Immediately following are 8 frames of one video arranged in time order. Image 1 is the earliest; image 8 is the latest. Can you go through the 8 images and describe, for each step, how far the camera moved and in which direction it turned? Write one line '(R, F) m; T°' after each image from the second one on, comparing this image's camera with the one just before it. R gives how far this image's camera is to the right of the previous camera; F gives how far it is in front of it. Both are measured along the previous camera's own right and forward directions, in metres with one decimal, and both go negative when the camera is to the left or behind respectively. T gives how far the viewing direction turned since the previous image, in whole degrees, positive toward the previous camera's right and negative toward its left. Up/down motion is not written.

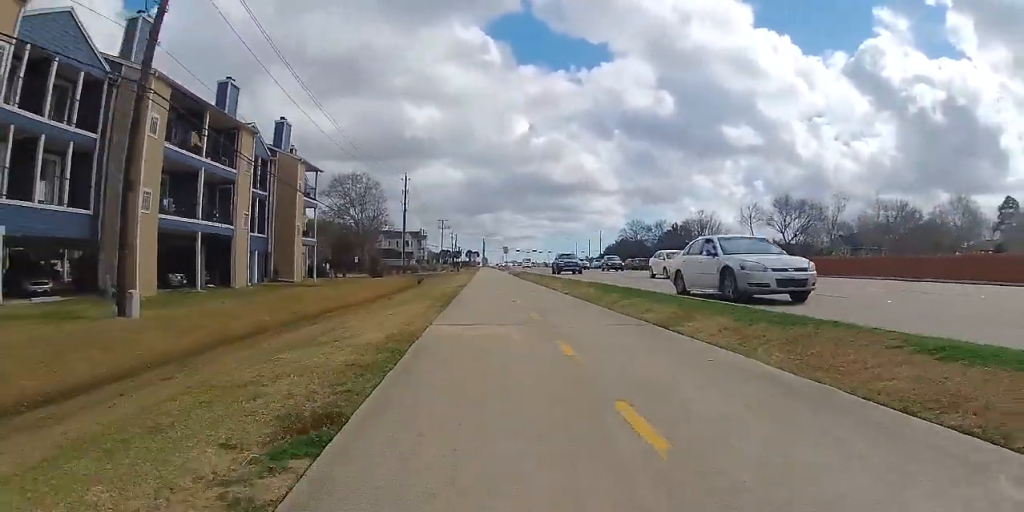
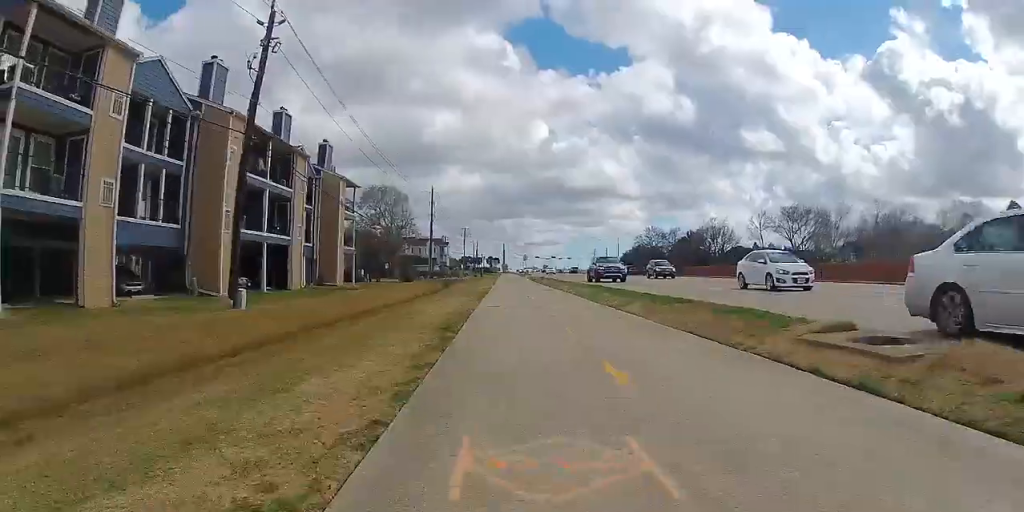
(-0.2, +5.3) m; -2°
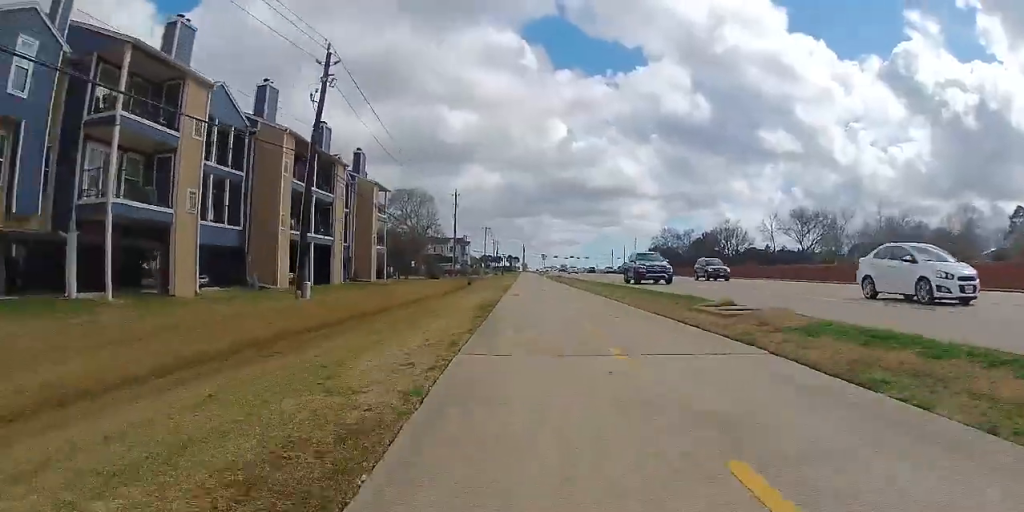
(-0.1, +4.4) m; -1°
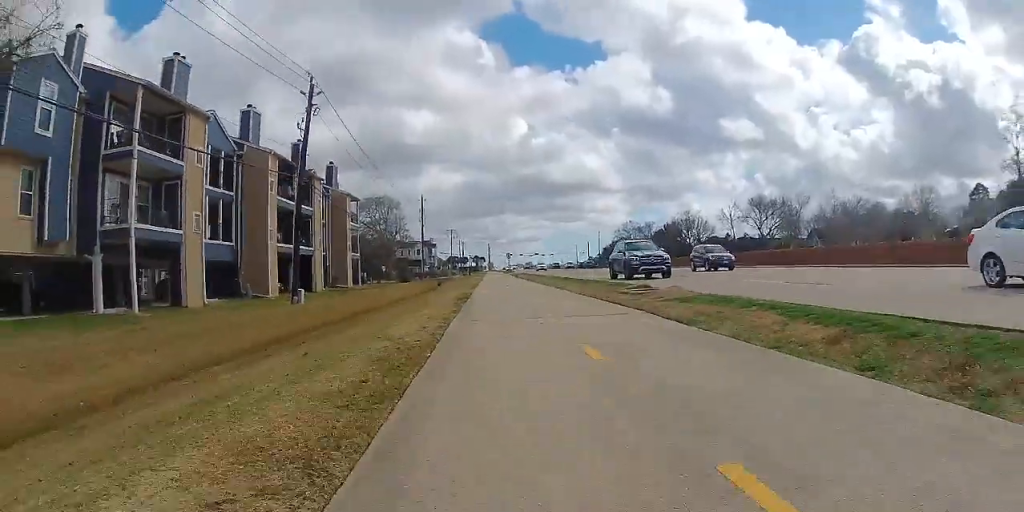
(0.0, +3.5) m; 0°
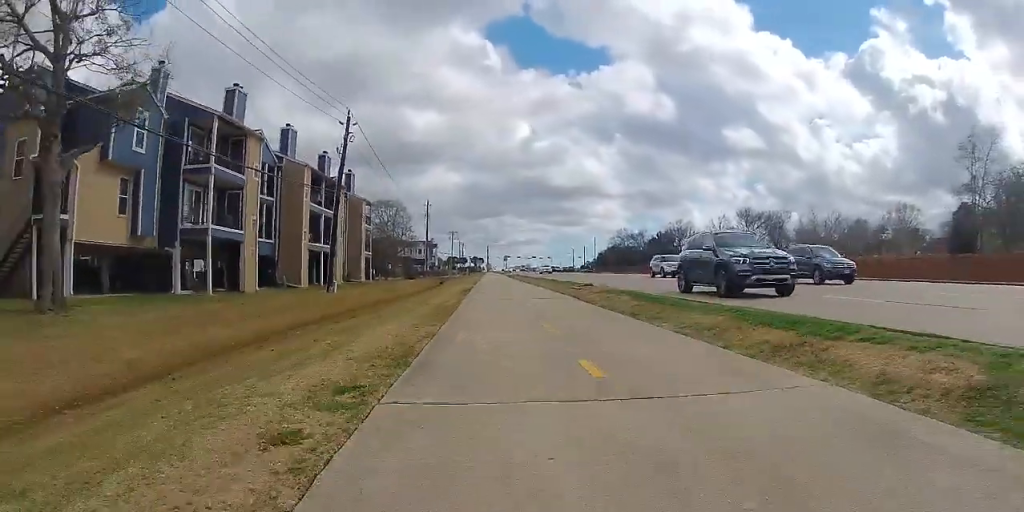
(0.0, +7.0) m; +1°
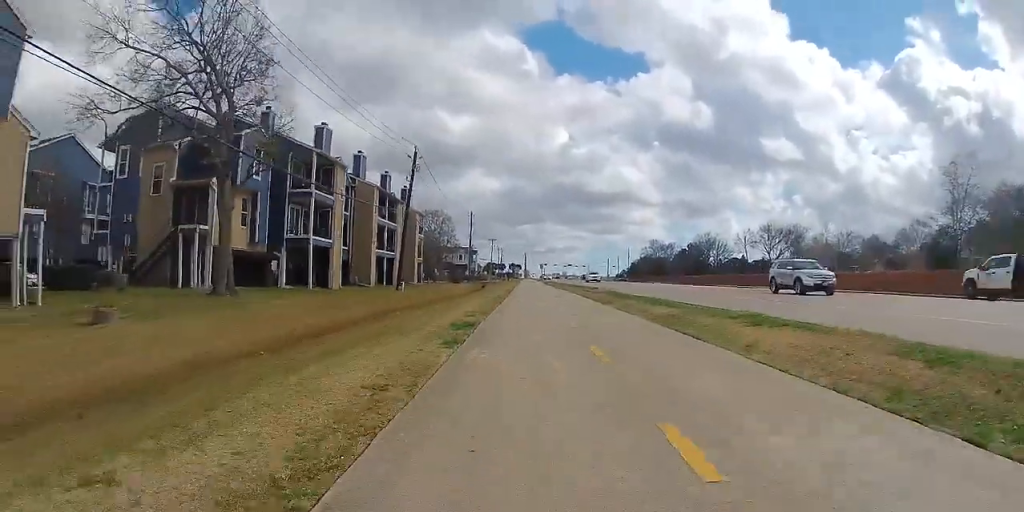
(+0.2, +9.3) m; +1°
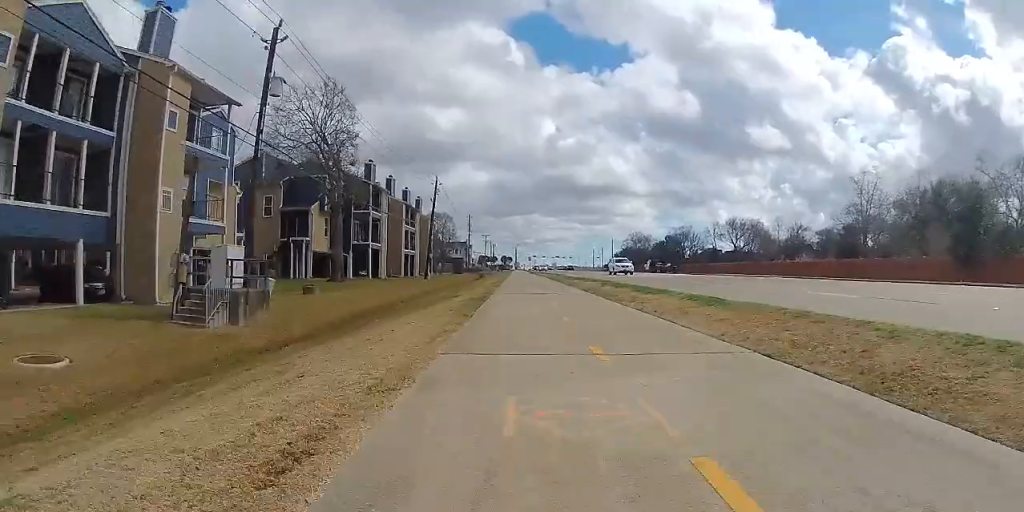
(-0.5, +19.1) m; -1°
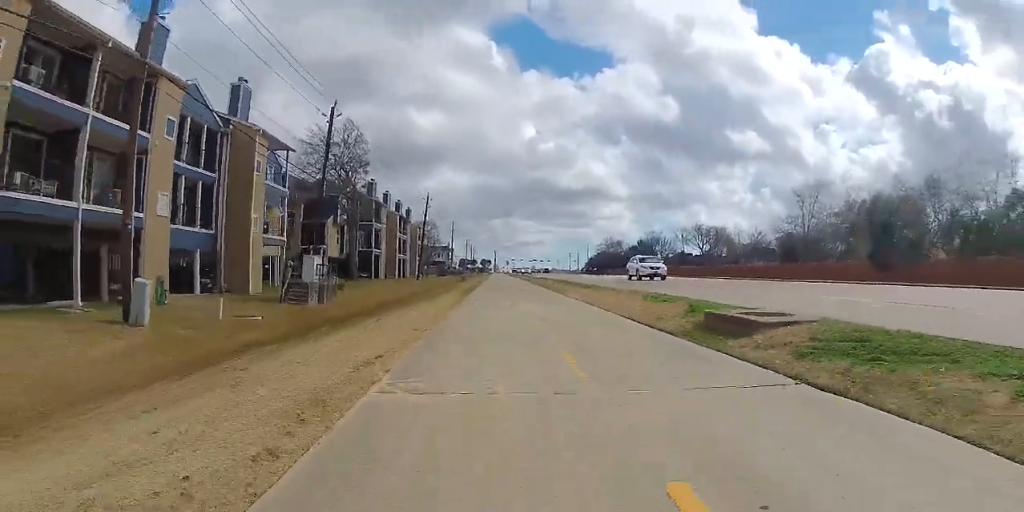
(+0.3, +13.0) m; +1°
